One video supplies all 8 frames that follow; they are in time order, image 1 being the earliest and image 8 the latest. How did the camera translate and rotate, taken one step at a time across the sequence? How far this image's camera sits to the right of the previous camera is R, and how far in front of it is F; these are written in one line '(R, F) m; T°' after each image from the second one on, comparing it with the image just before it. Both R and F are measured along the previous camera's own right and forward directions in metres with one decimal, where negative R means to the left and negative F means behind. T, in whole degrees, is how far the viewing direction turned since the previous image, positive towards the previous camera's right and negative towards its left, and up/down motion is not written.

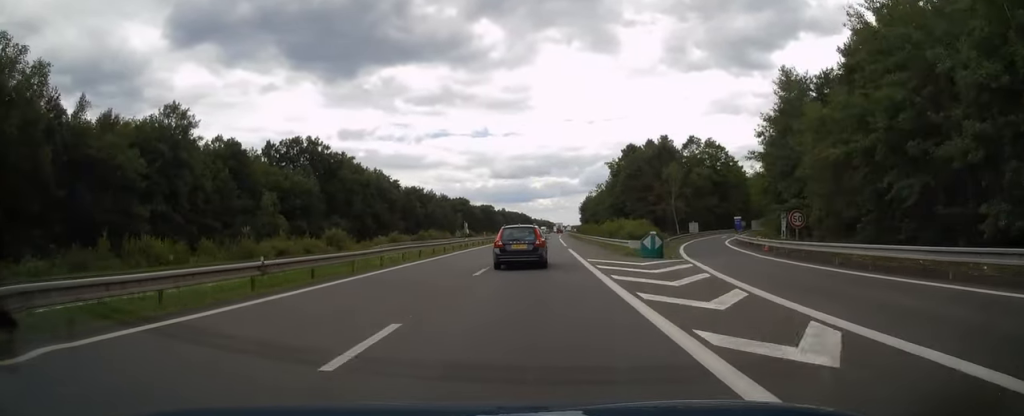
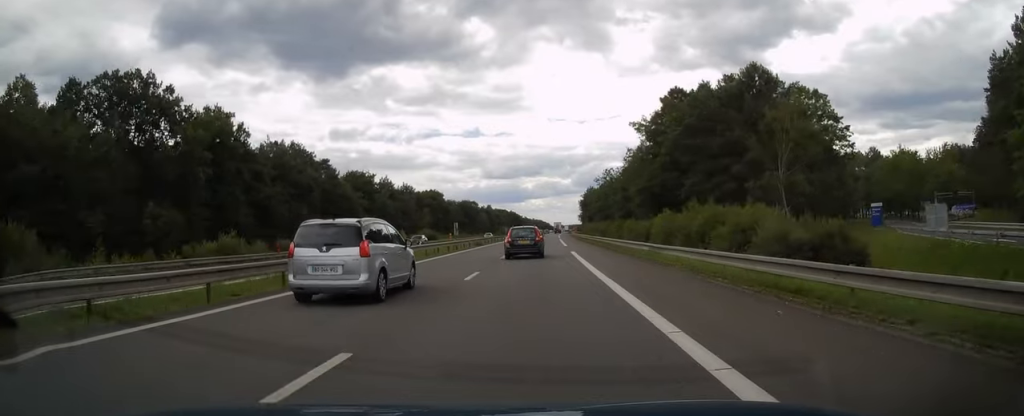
(+0.4, +54.0) m; +1°
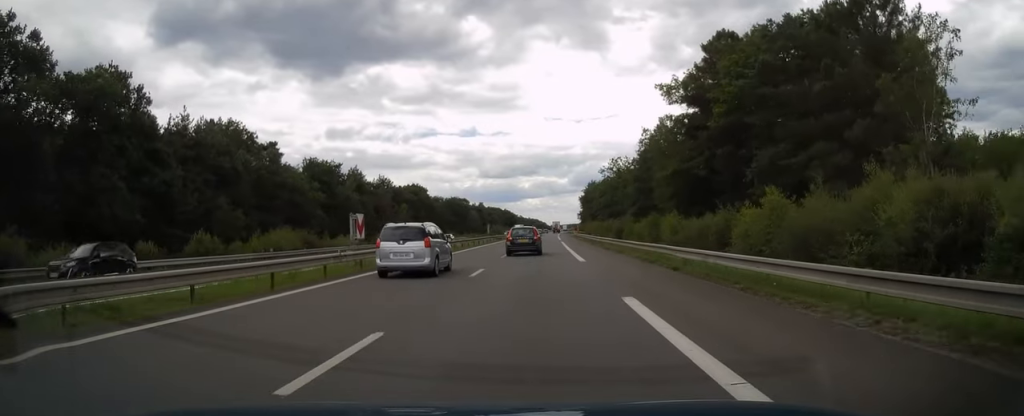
(+0.1, +24.6) m; 0°
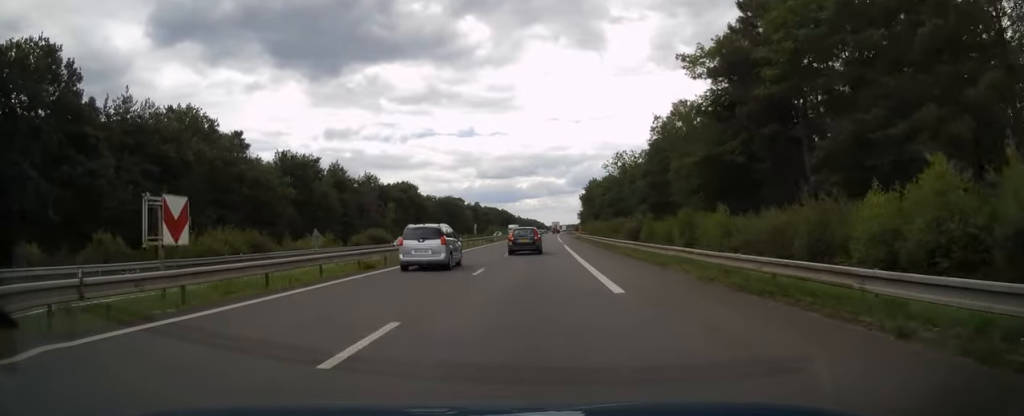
(0.0, +12.3) m; 0°
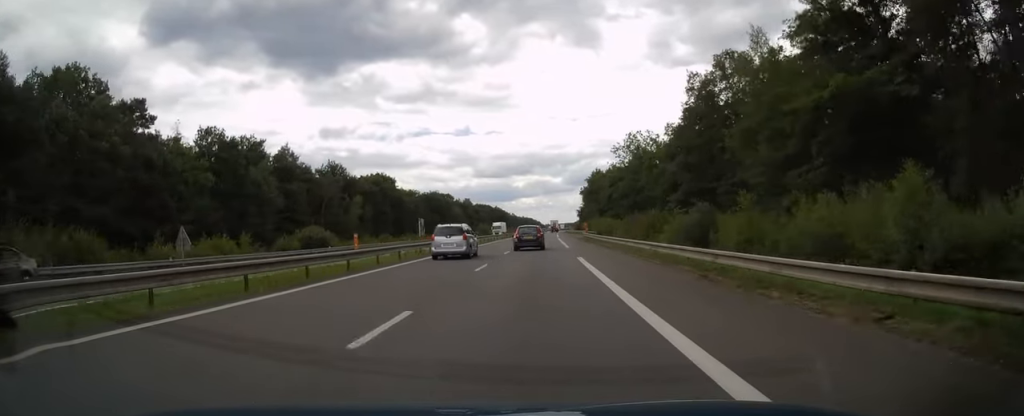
(+0.1, +25.1) m; 0°
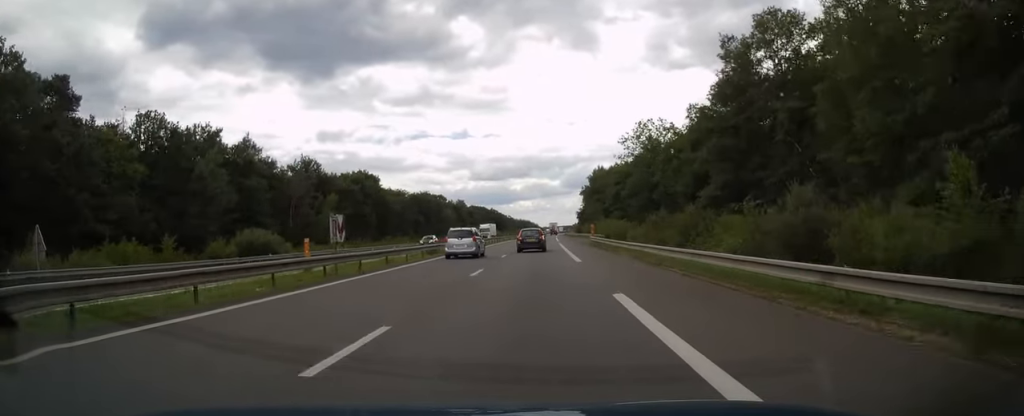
(0.0, +14.3) m; 0°
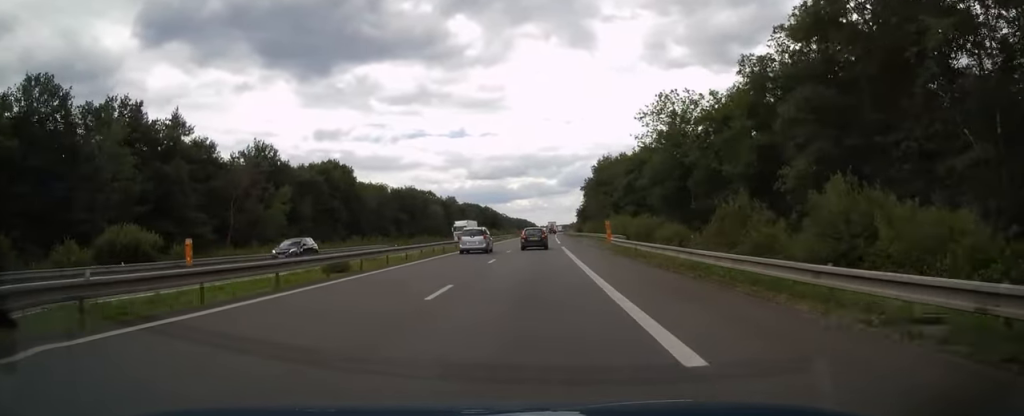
(+0.1, +19.7) m; 0°
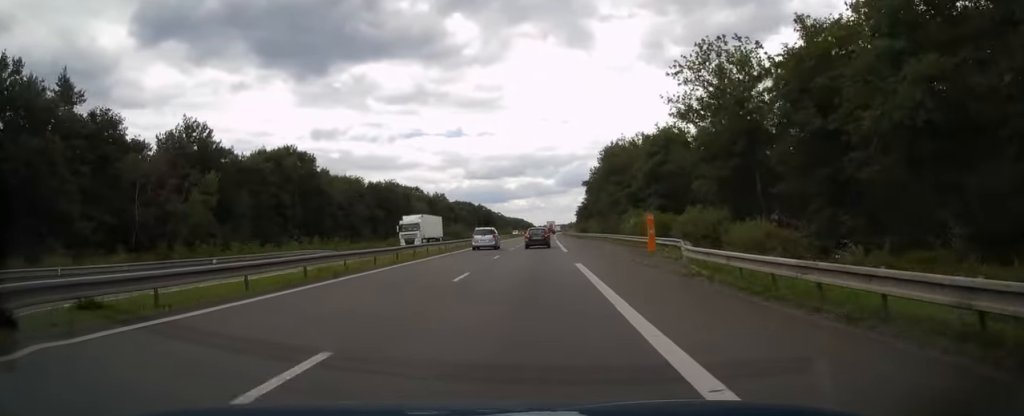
(0.0, +21.7) m; 0°
